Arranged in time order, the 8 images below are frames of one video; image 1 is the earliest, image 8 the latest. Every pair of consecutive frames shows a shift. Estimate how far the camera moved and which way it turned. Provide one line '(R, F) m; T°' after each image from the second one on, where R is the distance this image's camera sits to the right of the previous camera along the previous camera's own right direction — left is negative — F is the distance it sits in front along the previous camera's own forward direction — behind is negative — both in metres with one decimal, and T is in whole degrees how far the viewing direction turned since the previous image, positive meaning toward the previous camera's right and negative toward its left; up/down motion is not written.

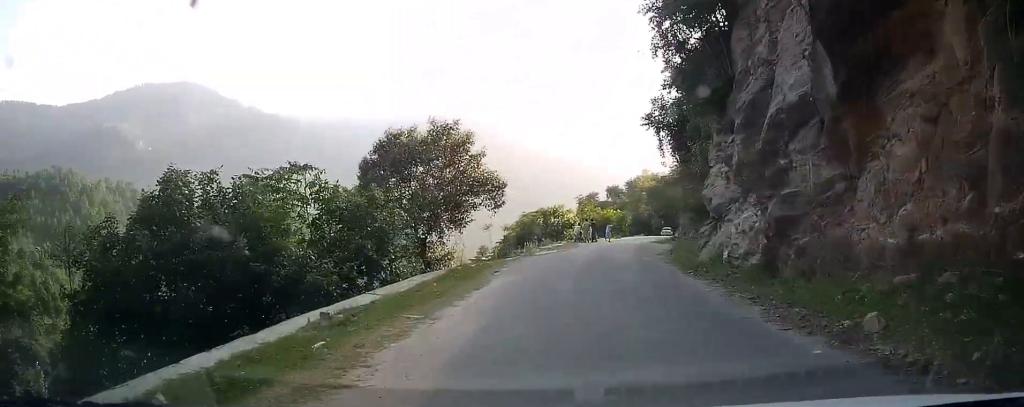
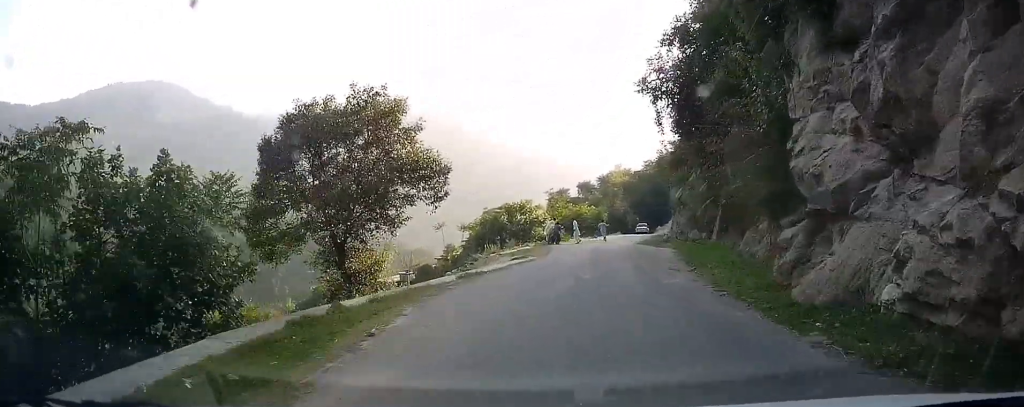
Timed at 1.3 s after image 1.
(+0.1, +6.8) m; +3°
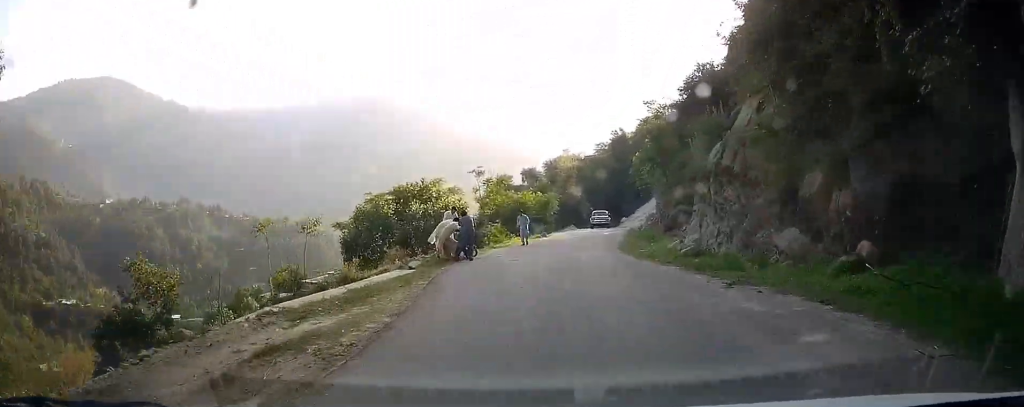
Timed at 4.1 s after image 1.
(+0.7, +15.0) m; +4°
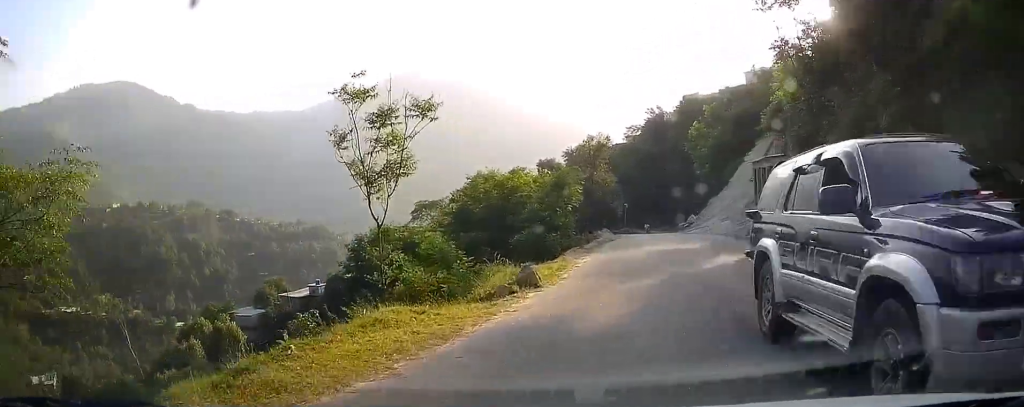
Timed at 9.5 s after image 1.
(+1.2, +28.9) m; +1°
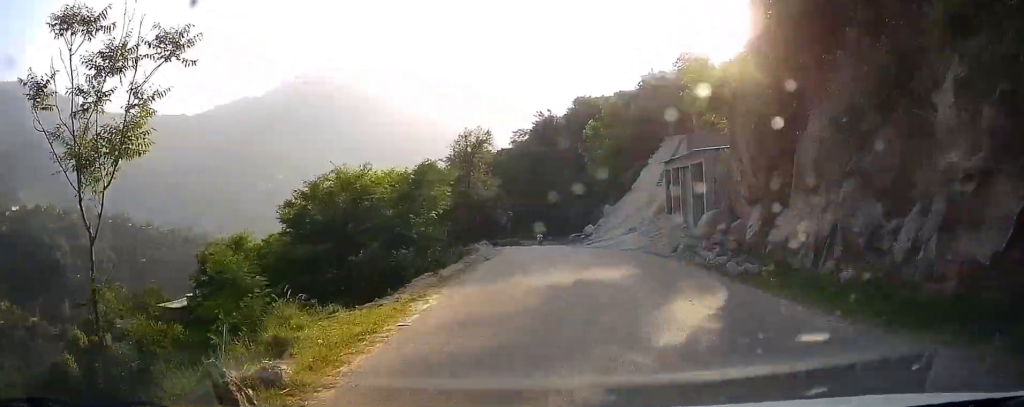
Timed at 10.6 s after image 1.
(-0.3, +7.5) m; +2°
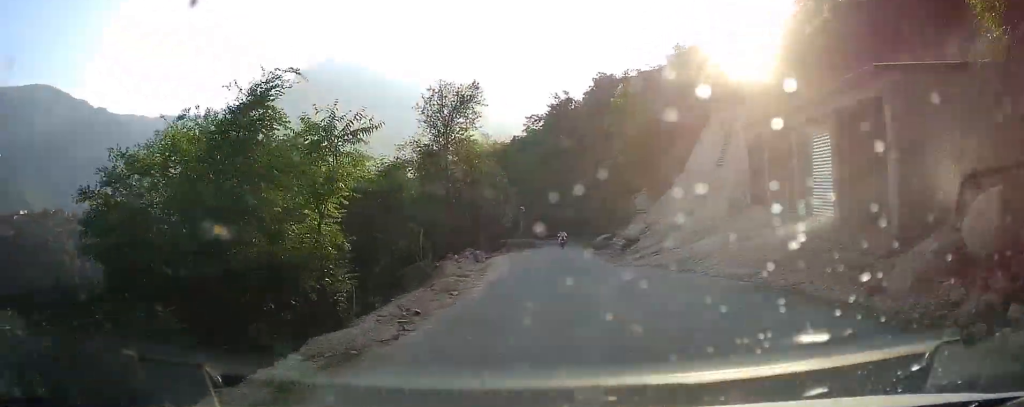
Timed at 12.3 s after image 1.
(+0.4, +11.9) m; +3°
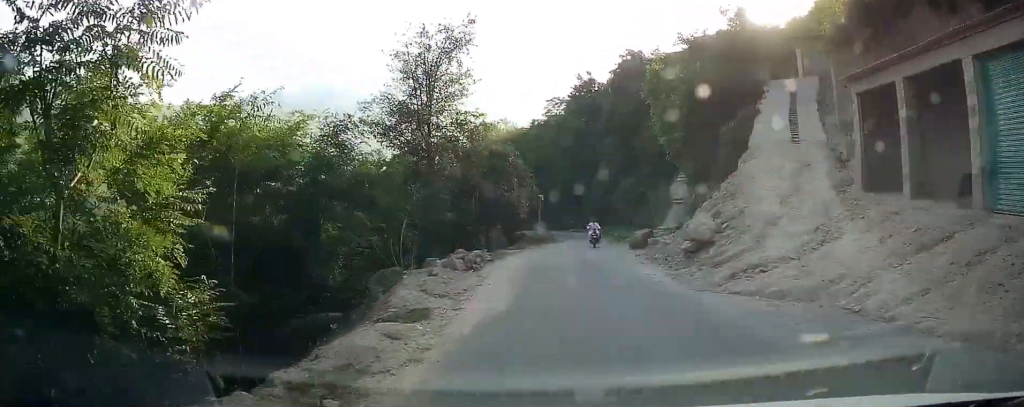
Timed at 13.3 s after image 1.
(+0.5, +7.1) m; +2°
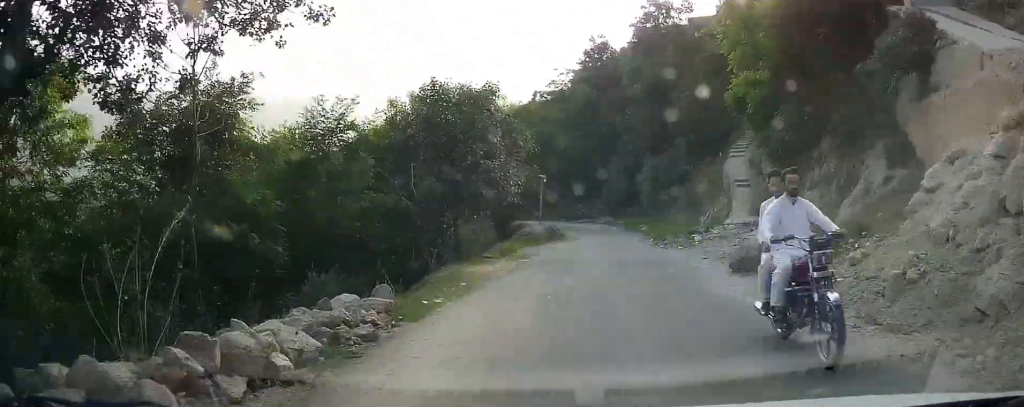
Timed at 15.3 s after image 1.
(-0.5, +14.2) m; -2°
